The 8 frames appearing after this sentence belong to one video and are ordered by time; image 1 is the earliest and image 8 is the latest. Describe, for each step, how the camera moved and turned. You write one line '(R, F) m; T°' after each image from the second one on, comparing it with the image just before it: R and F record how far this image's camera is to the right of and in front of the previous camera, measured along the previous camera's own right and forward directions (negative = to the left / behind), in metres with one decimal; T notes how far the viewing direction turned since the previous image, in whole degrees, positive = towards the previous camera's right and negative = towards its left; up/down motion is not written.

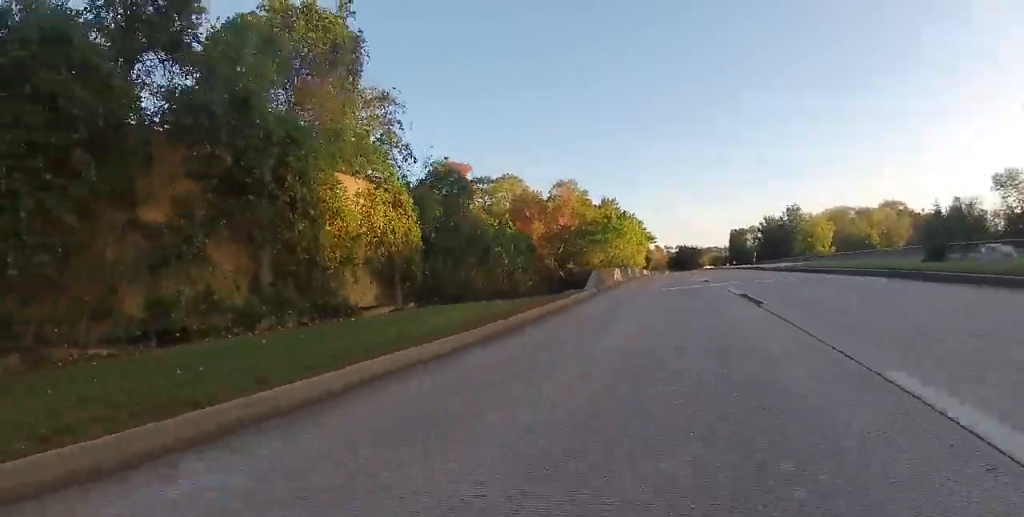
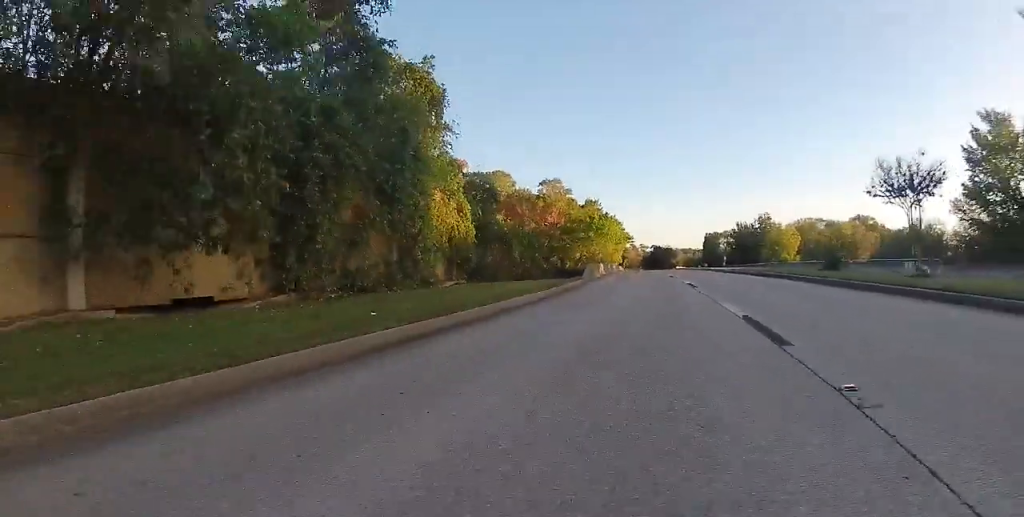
(+0.2, +7.8) m; +3°
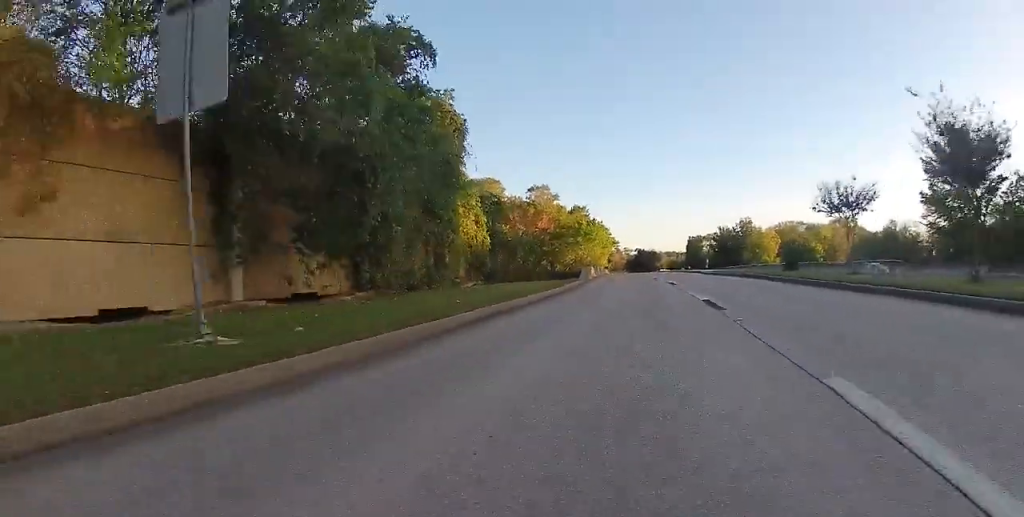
(+0.1, +4.6) m; +1°
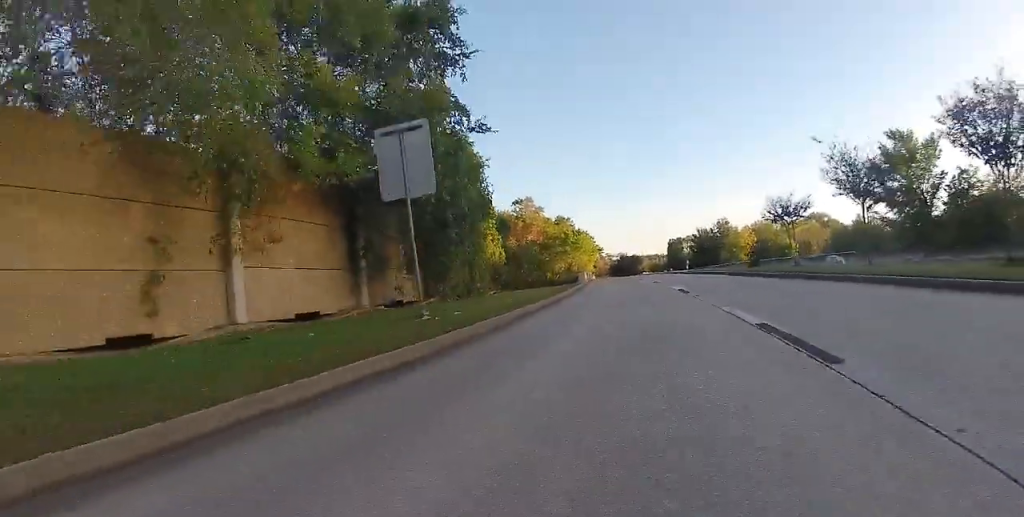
(+0.2, +6.7) m; -1°
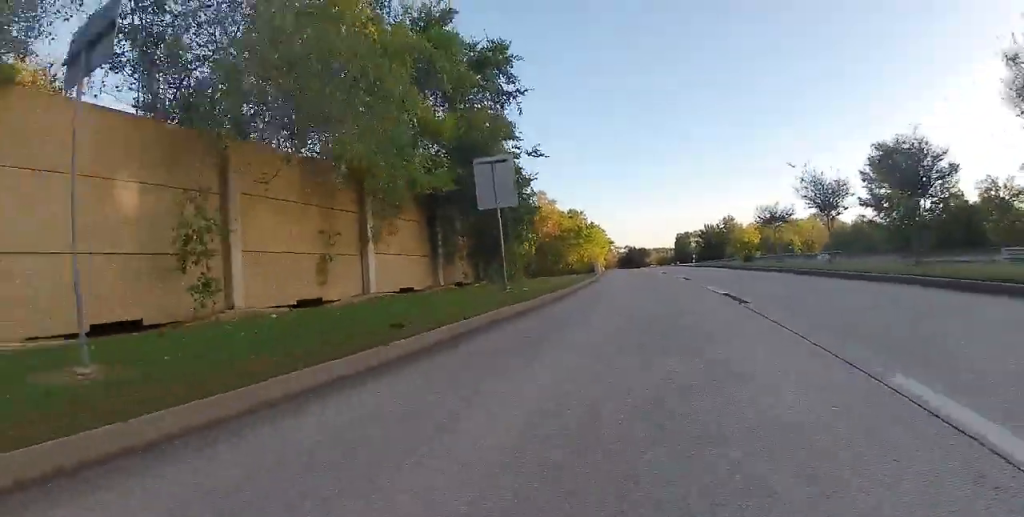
(-0.2, +5.8) m; +1°
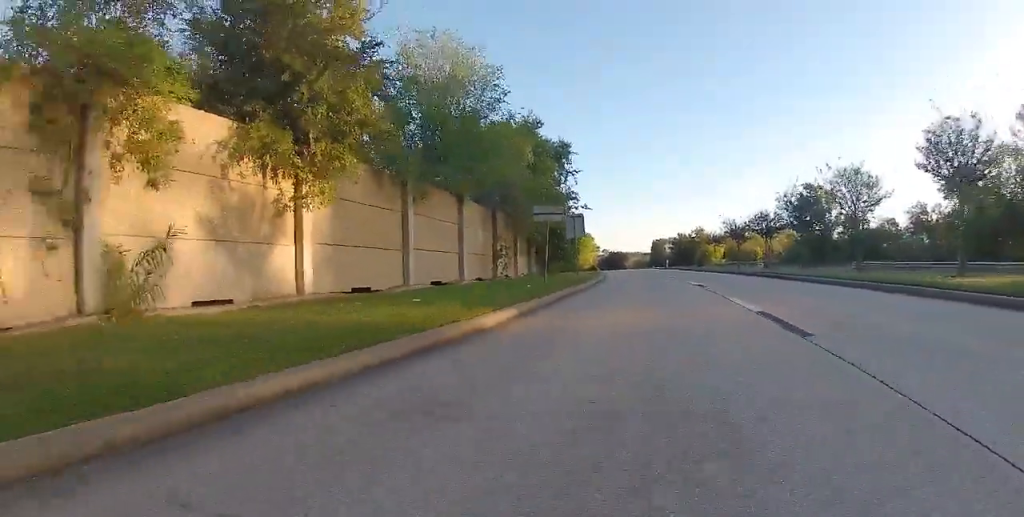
(+1.6, +21.3) m; +8°
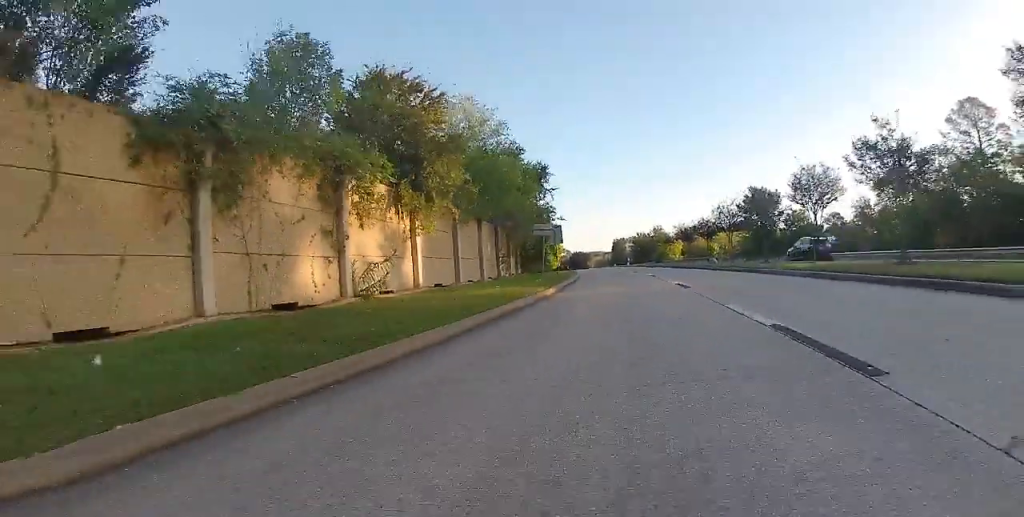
(+0.1, +9.8) m; -2°
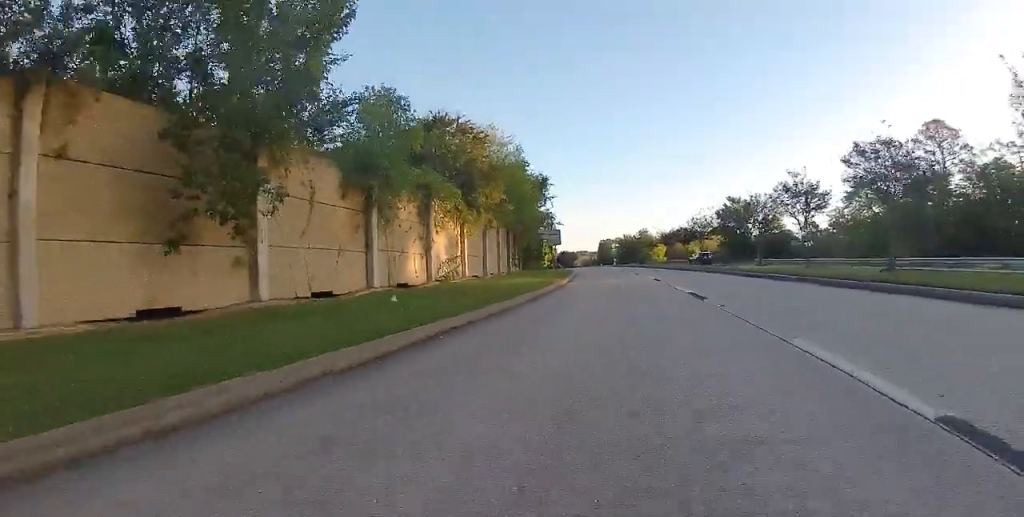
(-0.4, +8.5) m; +1°
